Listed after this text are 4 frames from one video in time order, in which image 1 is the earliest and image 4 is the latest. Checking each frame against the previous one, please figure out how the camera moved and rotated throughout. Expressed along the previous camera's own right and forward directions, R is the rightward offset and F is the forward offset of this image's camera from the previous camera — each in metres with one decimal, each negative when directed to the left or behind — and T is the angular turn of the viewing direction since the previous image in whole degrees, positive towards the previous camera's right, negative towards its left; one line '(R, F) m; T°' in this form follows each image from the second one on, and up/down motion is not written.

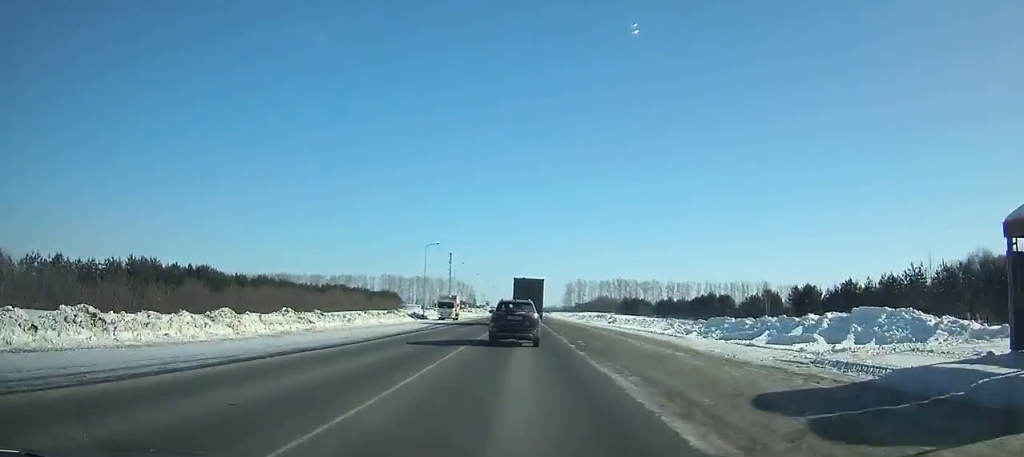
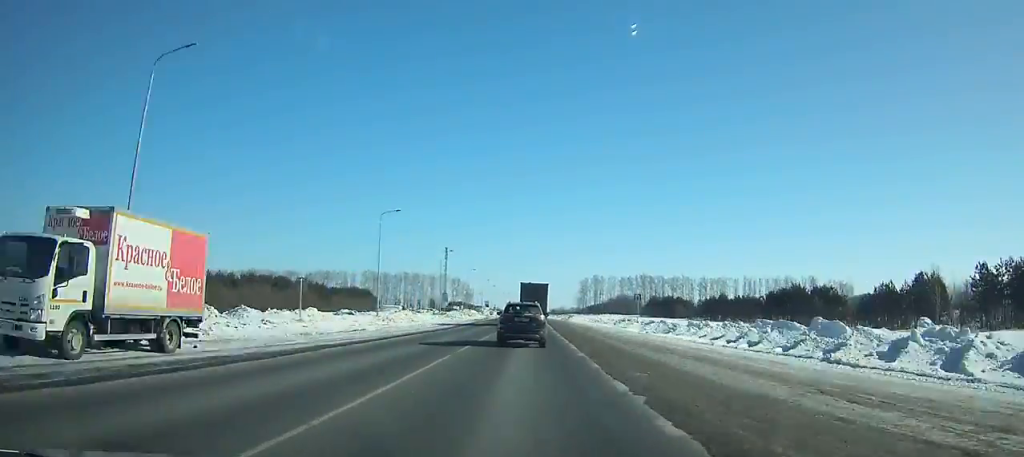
(+0.2, +60.1) m; 0°
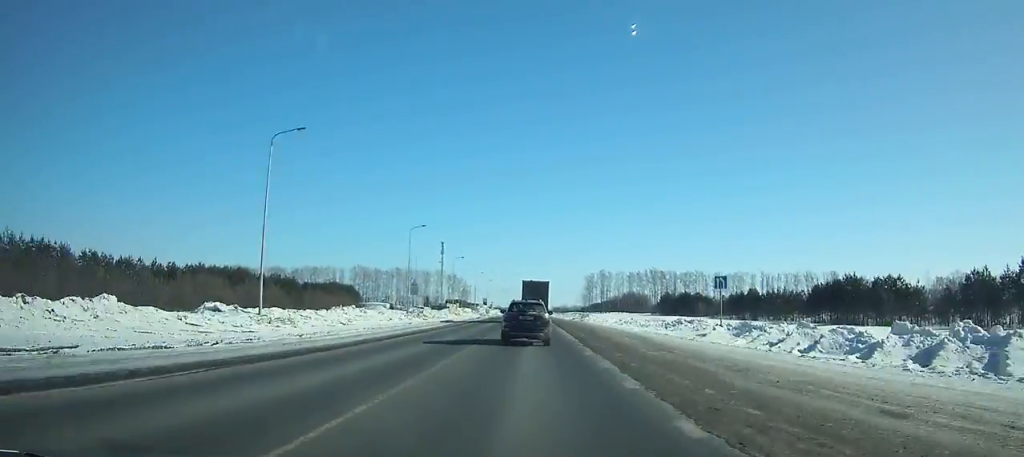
(0.0, +23.1) m; 0°
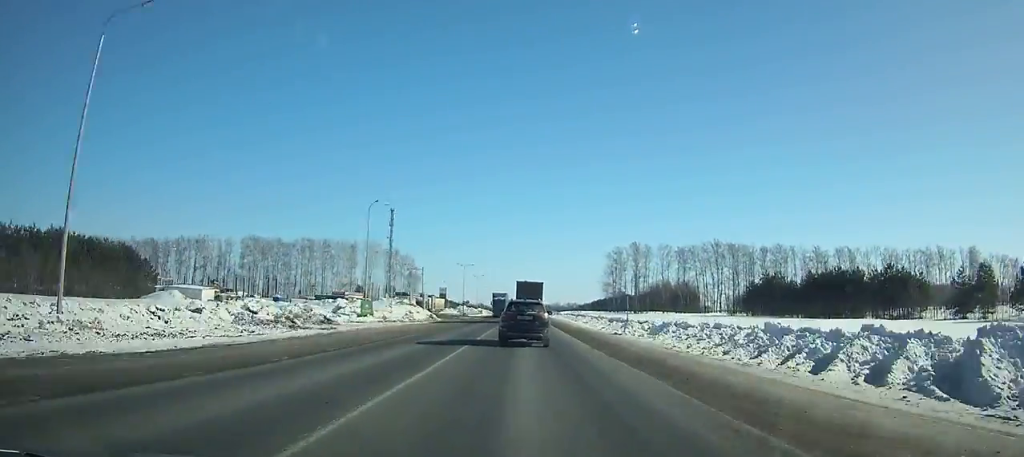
(+0.1, +117.2) m; 0°
